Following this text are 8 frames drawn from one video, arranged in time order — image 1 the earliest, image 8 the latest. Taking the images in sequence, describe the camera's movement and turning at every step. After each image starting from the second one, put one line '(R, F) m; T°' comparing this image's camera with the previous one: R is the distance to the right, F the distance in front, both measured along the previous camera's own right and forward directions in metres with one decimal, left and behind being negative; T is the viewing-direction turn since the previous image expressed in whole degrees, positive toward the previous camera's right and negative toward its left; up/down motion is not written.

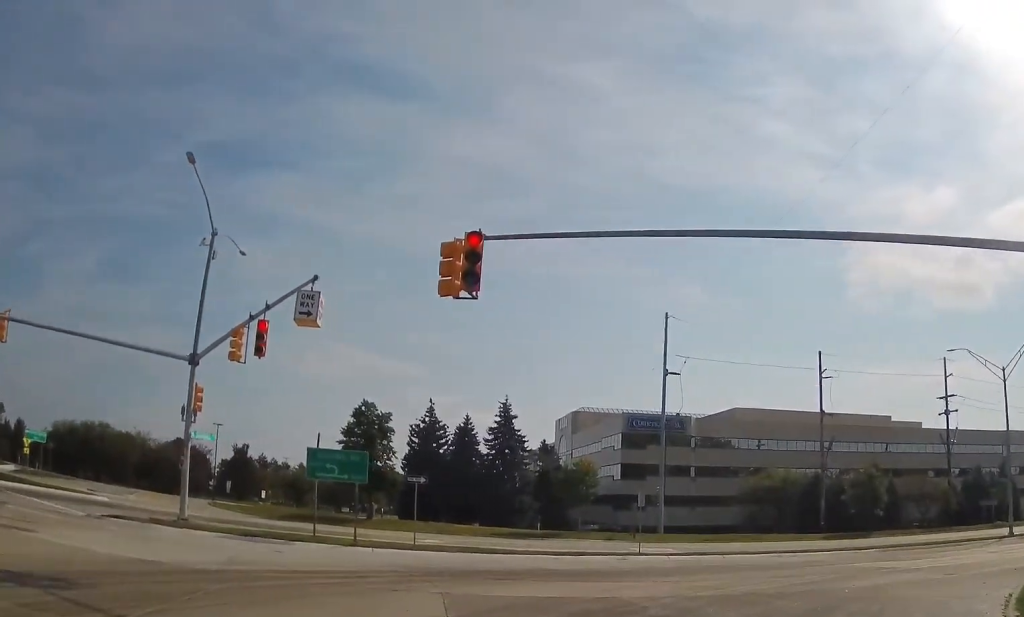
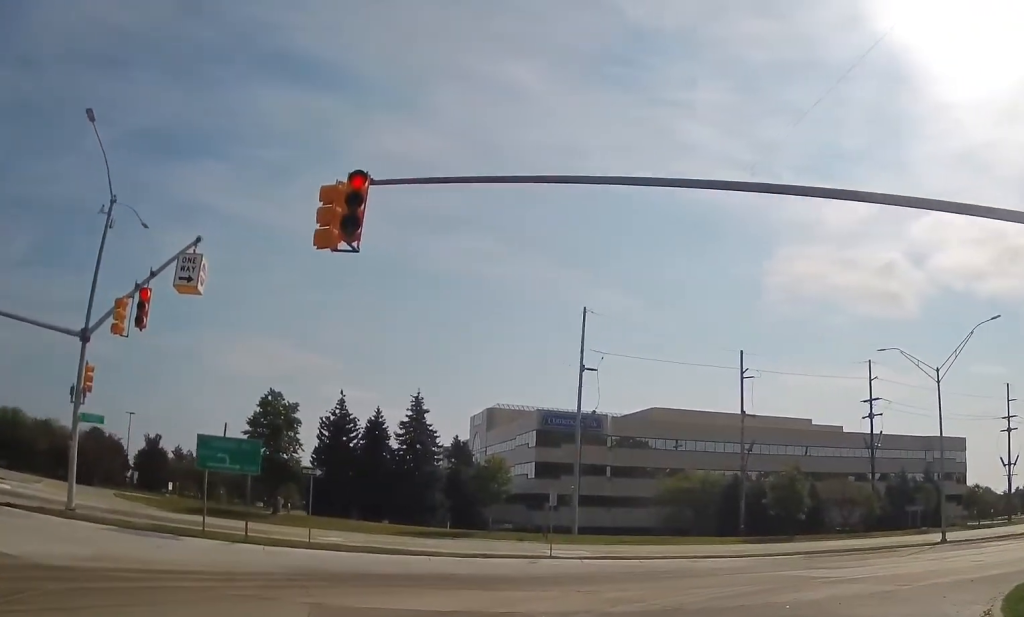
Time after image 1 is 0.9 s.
(+0.3, +1.8) m; +15°
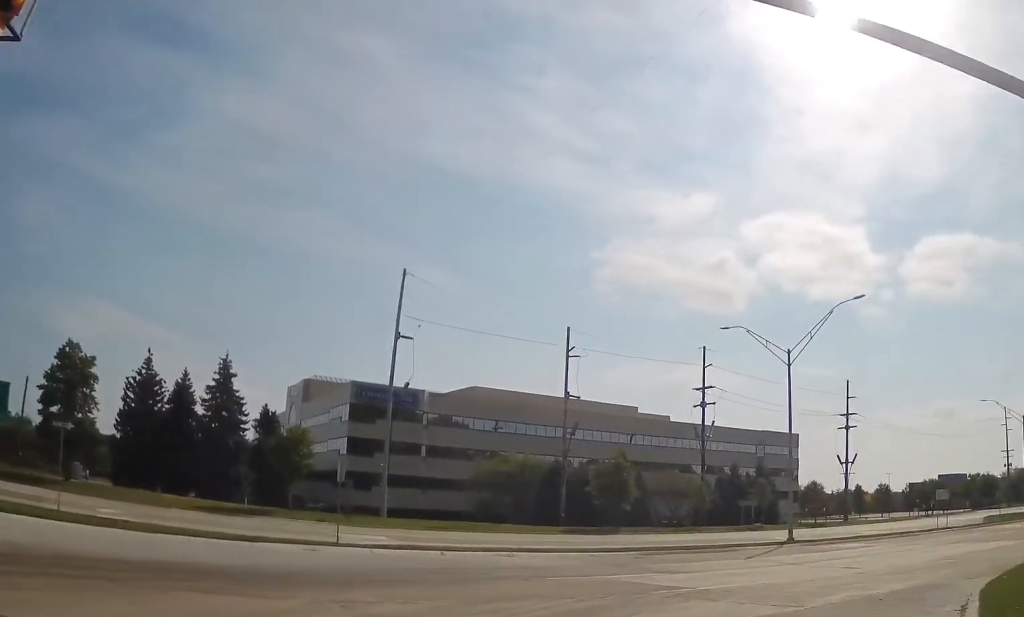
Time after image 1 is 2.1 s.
(+0.5, +3.3) m; +12°
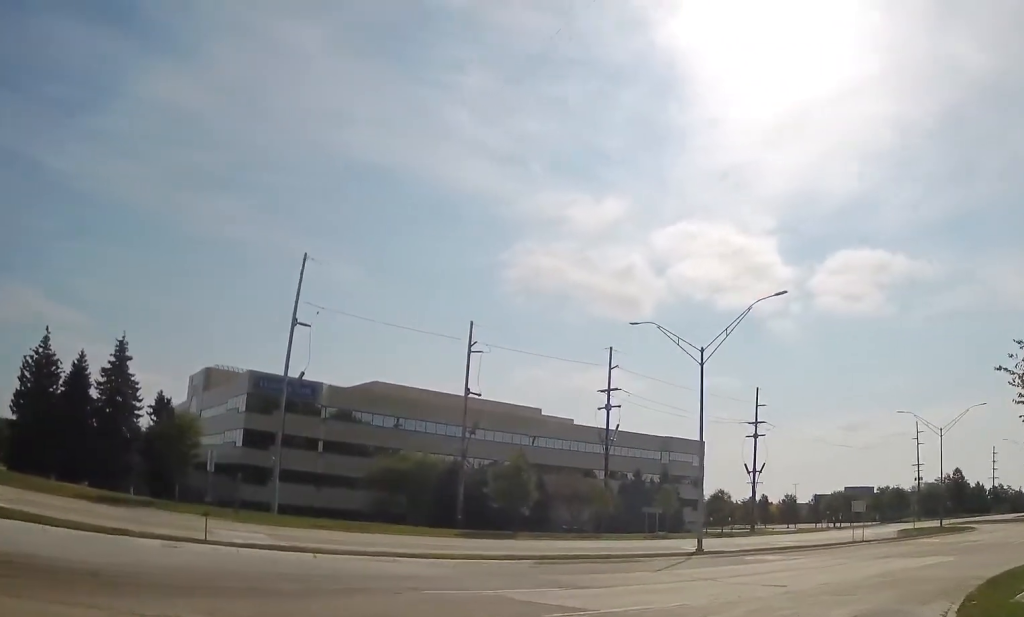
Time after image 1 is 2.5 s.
(0.0, +1.8) m; +4°
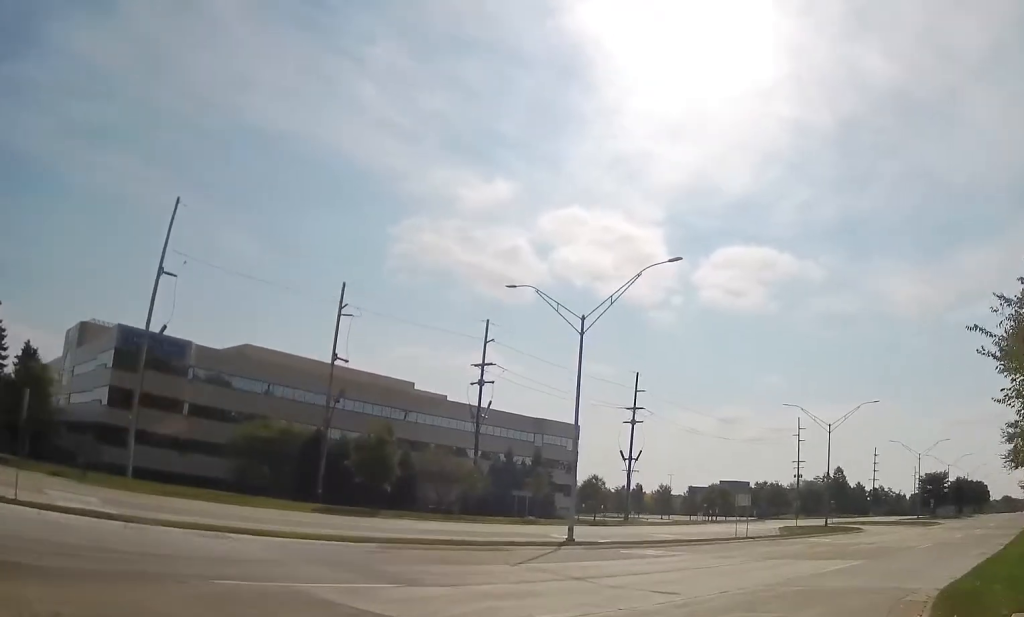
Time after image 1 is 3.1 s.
(0.0, +2.8) m; +7°
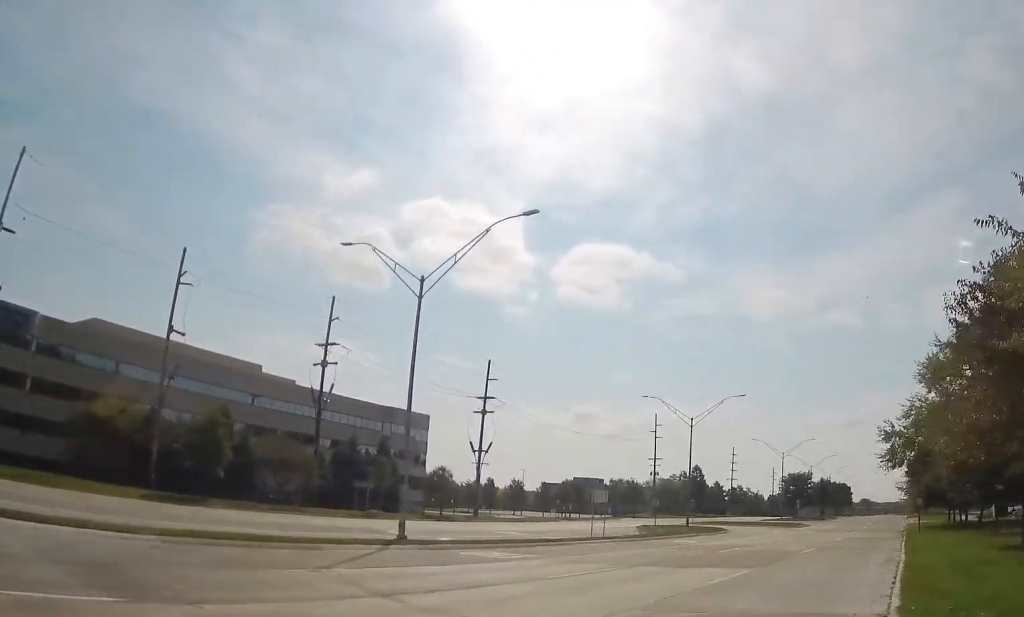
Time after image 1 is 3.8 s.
(+0.3, +3.8) m; +8°
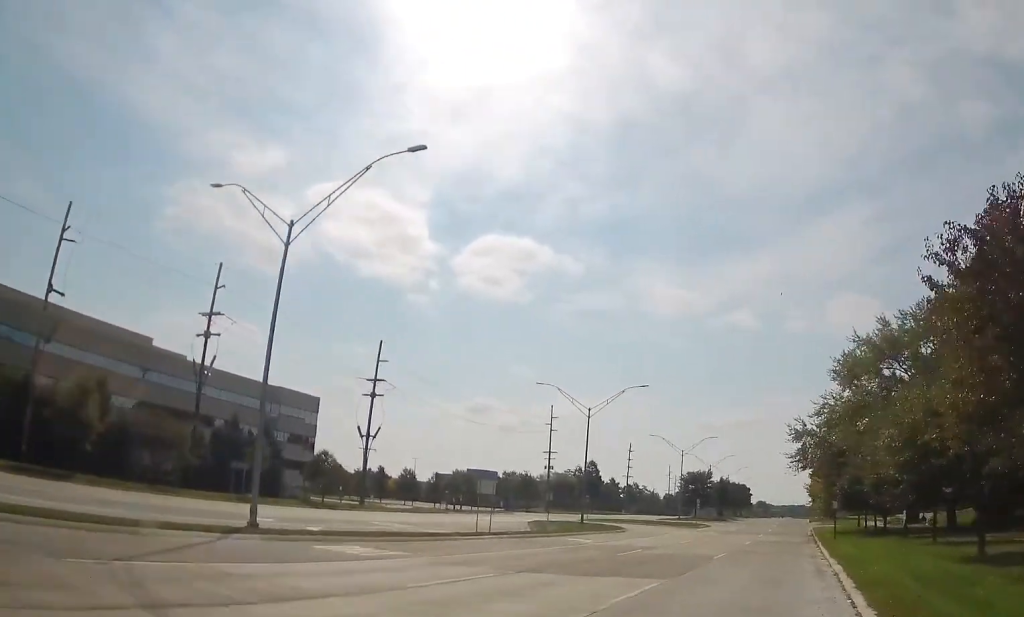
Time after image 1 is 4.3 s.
(0.0, +3.4) m; +8°
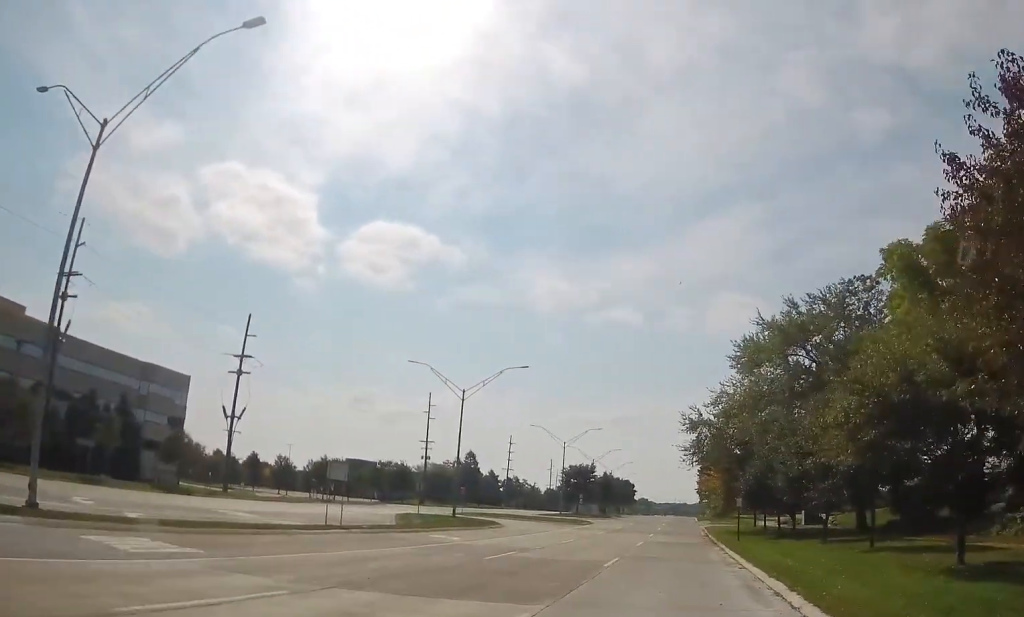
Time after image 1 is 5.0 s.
(+0.6, +5.3) m; +5°
